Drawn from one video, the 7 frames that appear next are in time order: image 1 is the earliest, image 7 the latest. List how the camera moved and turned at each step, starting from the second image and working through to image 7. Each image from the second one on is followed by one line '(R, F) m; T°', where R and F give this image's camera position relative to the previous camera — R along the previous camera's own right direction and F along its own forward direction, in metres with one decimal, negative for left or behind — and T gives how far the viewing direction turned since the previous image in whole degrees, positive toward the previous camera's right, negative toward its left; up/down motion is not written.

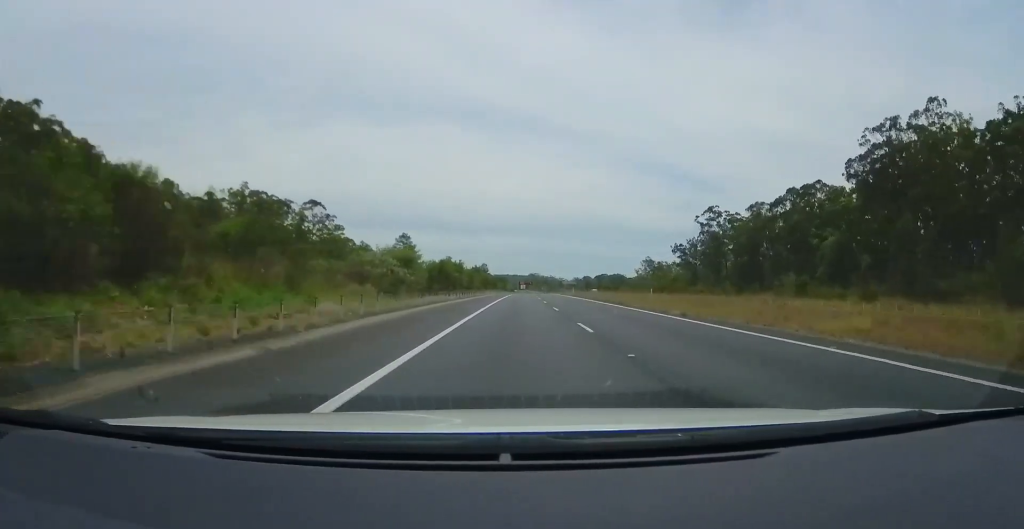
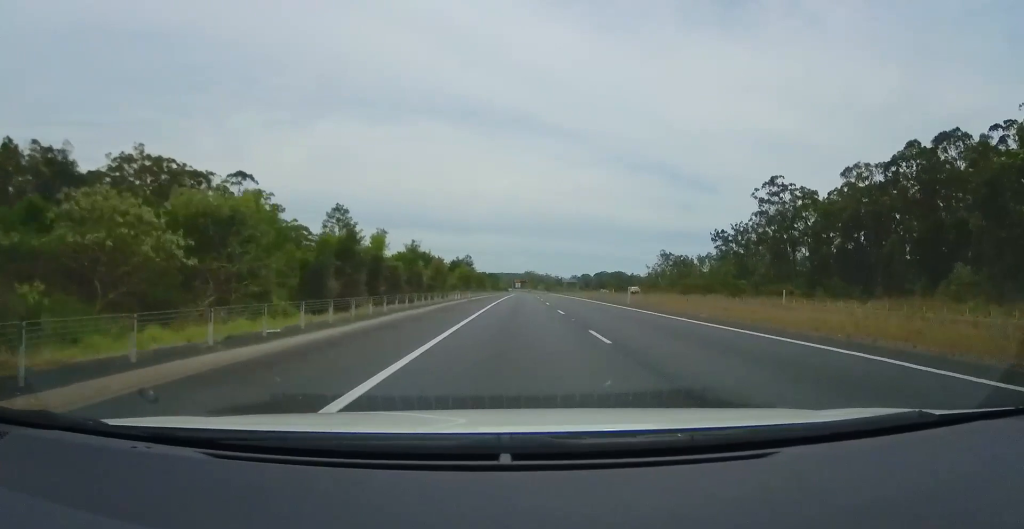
(+0.7, +38.5) m; 0°
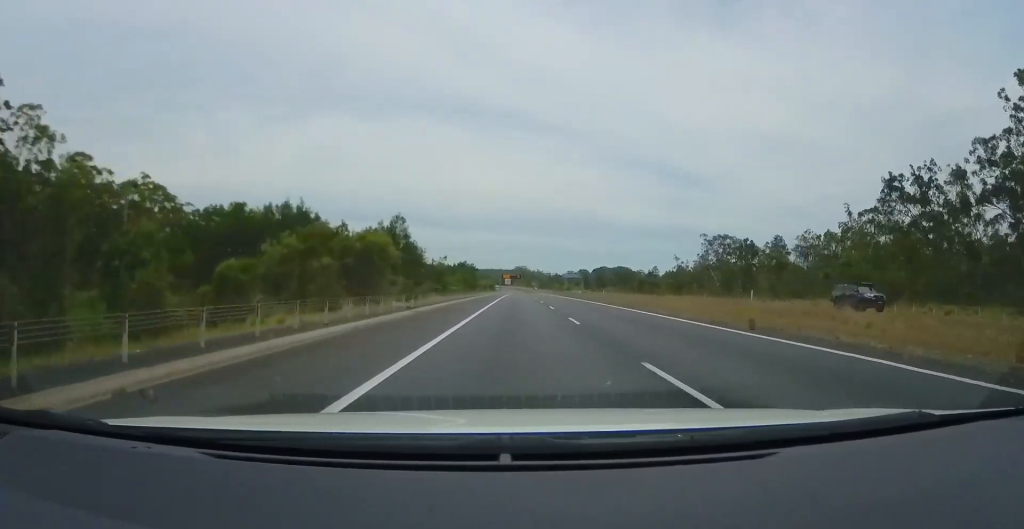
(-0.7, +66.1) m; 0°
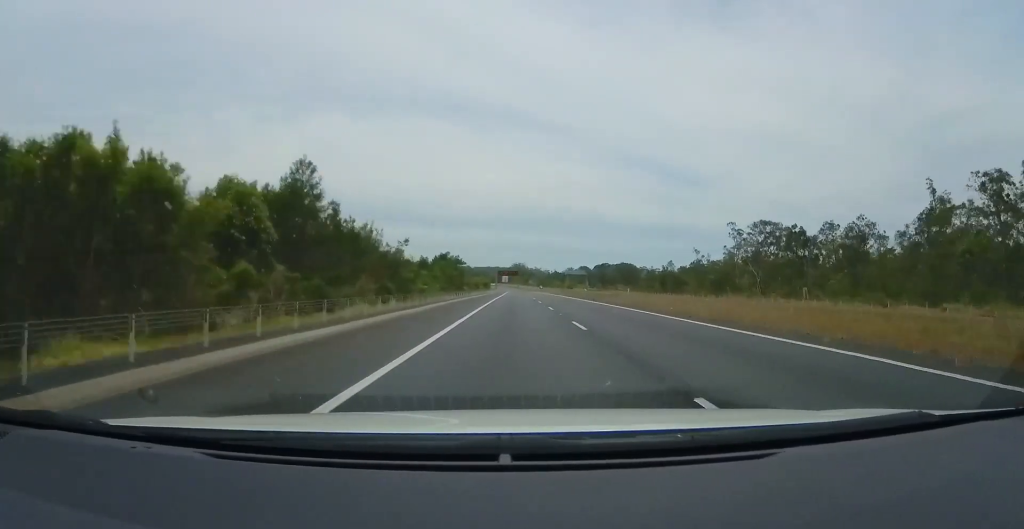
(-0.2, +25.7) m; +1°
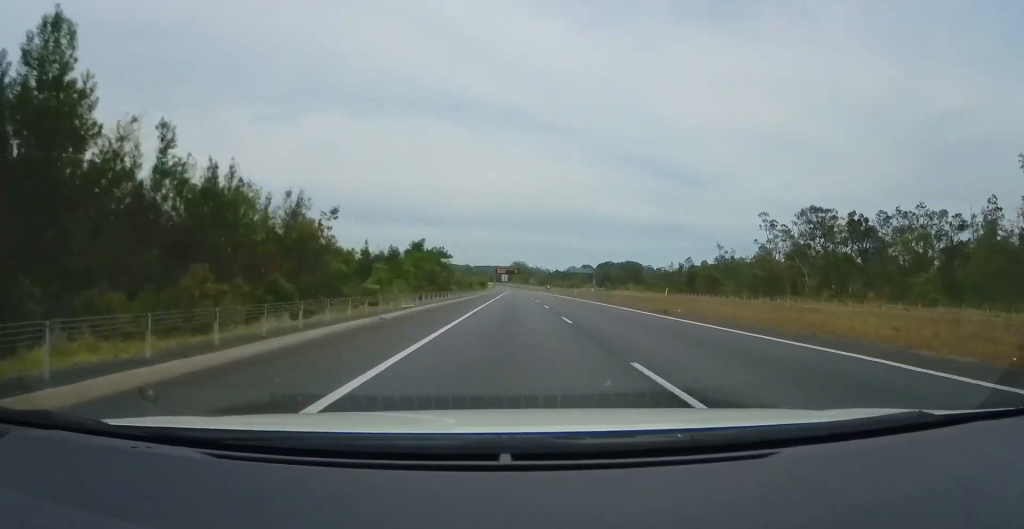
(+0.6, +22.1) m; 0°
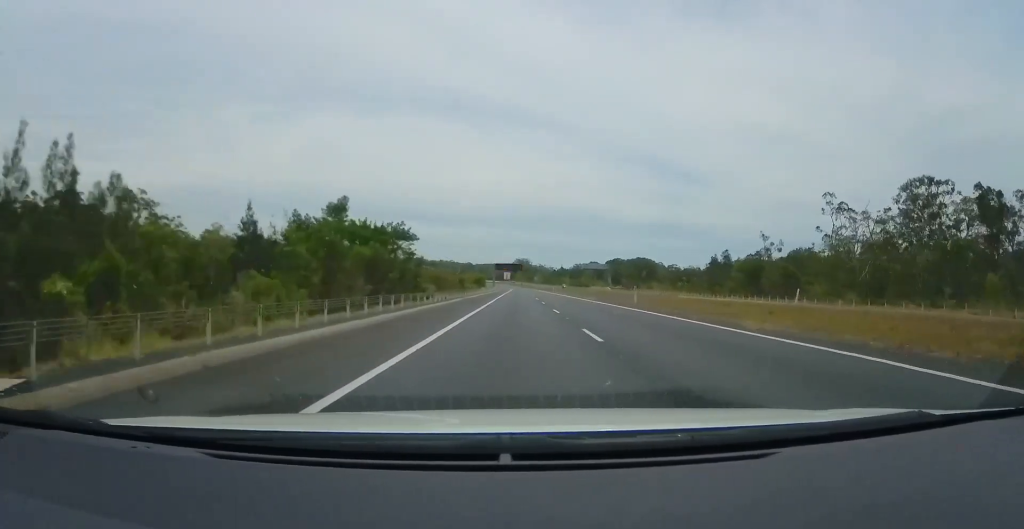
(-0.6, +29.5) m; -1°
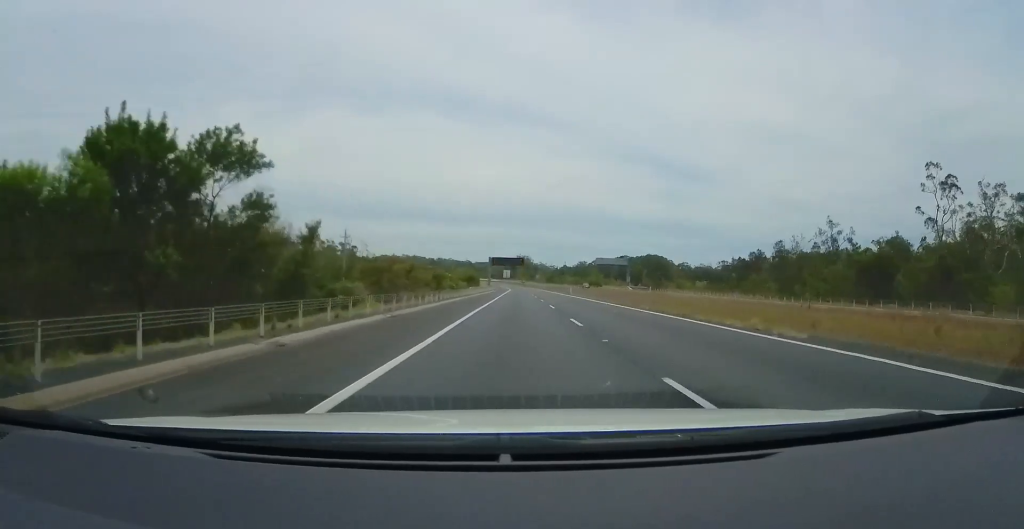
(+0.2, +31.8) m; 0°
